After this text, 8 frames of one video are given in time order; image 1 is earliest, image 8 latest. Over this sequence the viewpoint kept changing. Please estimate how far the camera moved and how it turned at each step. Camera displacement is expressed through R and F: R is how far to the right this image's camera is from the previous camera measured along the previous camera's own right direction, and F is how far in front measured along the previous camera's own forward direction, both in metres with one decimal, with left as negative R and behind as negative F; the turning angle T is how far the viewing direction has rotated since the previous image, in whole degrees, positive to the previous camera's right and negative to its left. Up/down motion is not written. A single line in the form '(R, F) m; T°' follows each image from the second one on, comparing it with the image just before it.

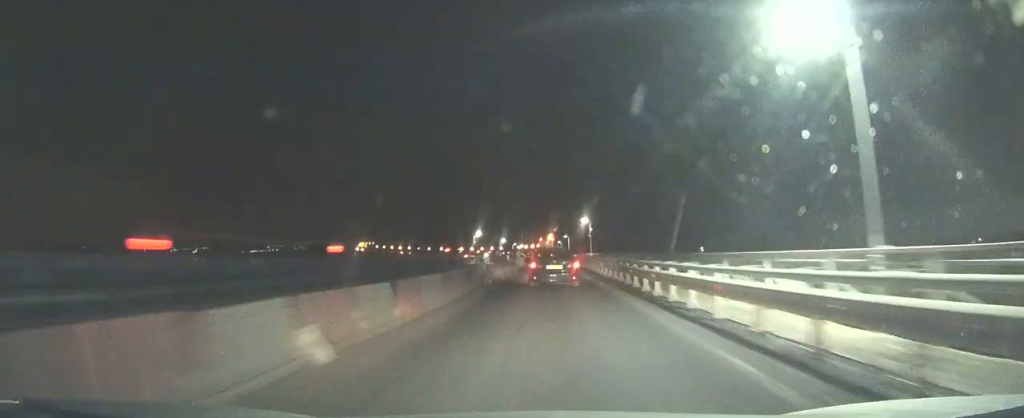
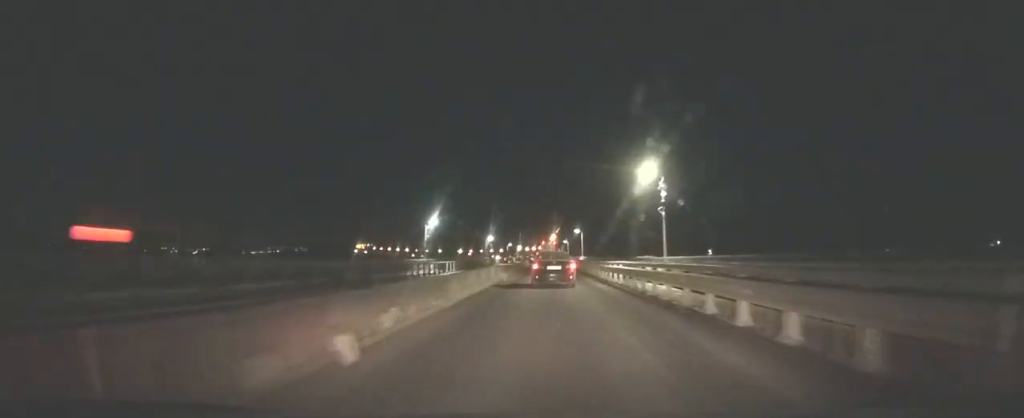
(-0.1, +37.1) m; 0°
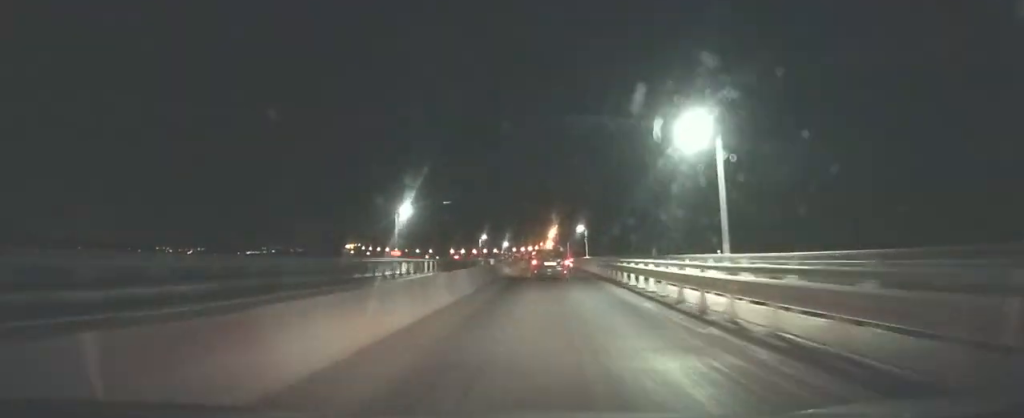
(-0.4, +63.6) m; -1°
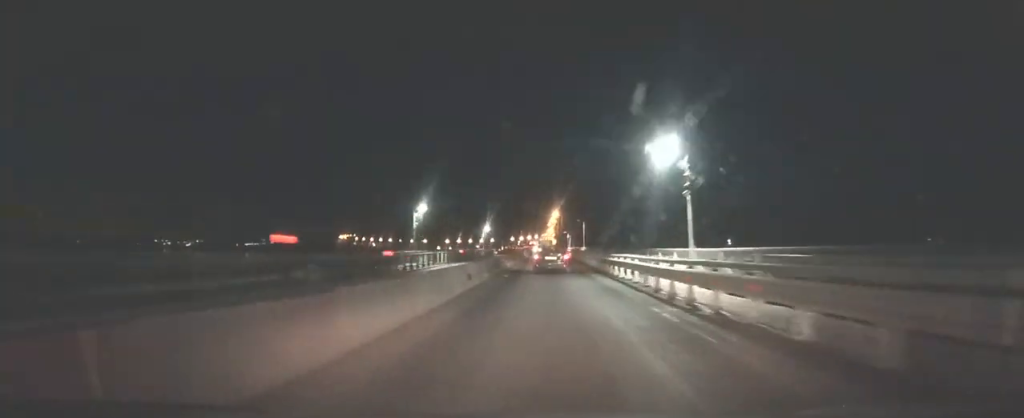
(-0.2, +51.4) m; 0°
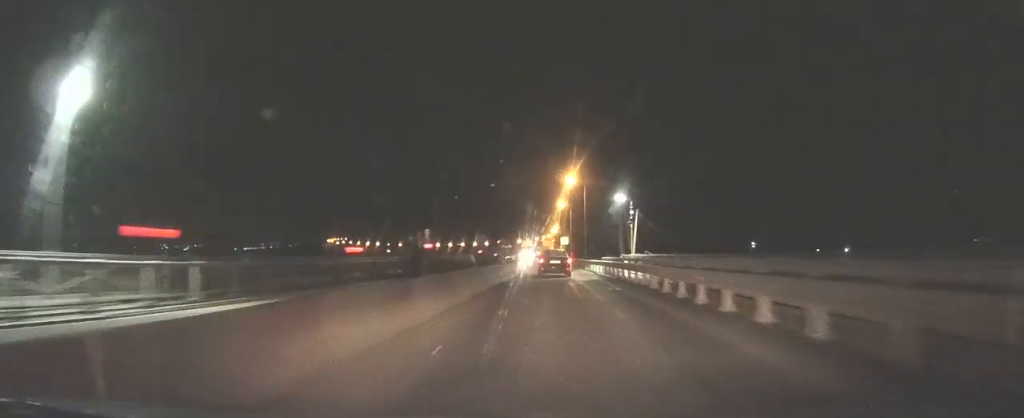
(+0.9, +92.9) m; 0°
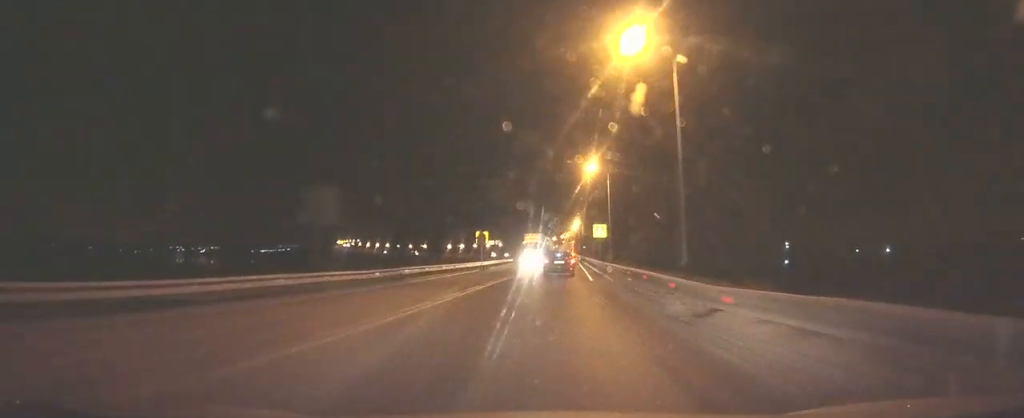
(-0.3, +52.0) m; 0°
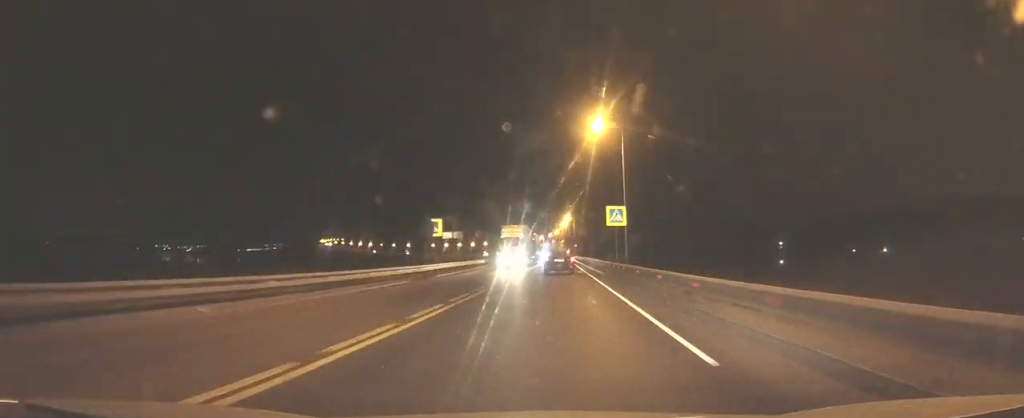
(+0.2, +21.0) m; 0°
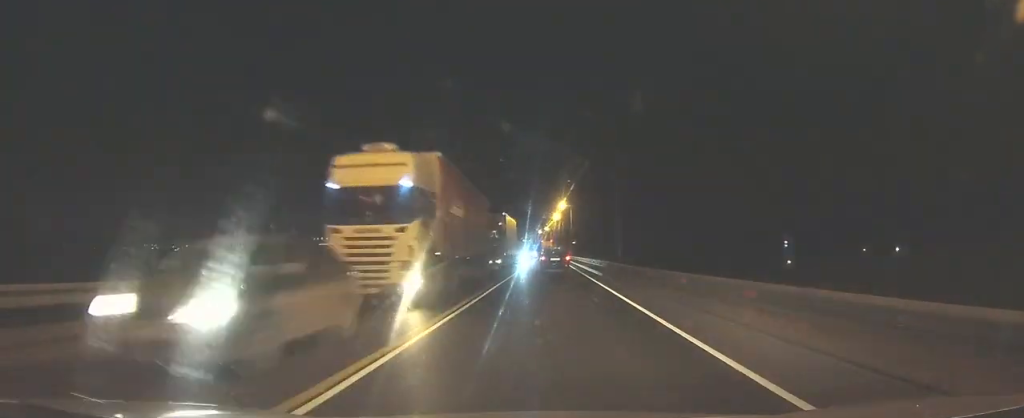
(+0.2, +43.0) m; 0°
